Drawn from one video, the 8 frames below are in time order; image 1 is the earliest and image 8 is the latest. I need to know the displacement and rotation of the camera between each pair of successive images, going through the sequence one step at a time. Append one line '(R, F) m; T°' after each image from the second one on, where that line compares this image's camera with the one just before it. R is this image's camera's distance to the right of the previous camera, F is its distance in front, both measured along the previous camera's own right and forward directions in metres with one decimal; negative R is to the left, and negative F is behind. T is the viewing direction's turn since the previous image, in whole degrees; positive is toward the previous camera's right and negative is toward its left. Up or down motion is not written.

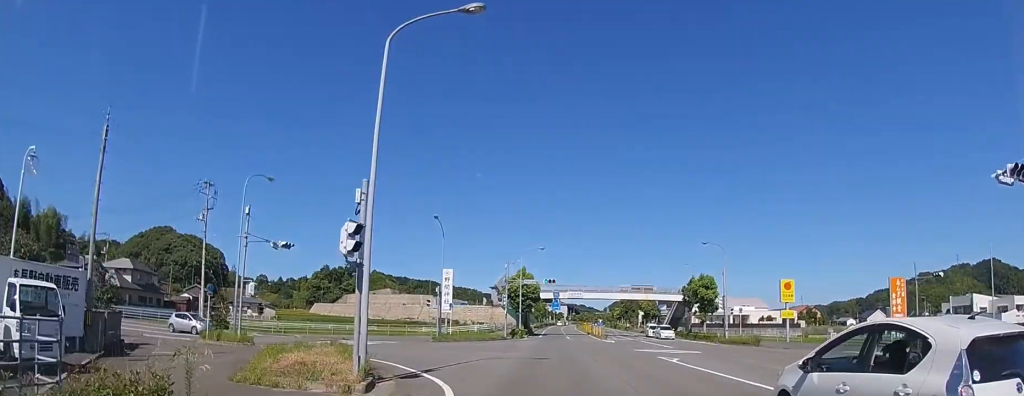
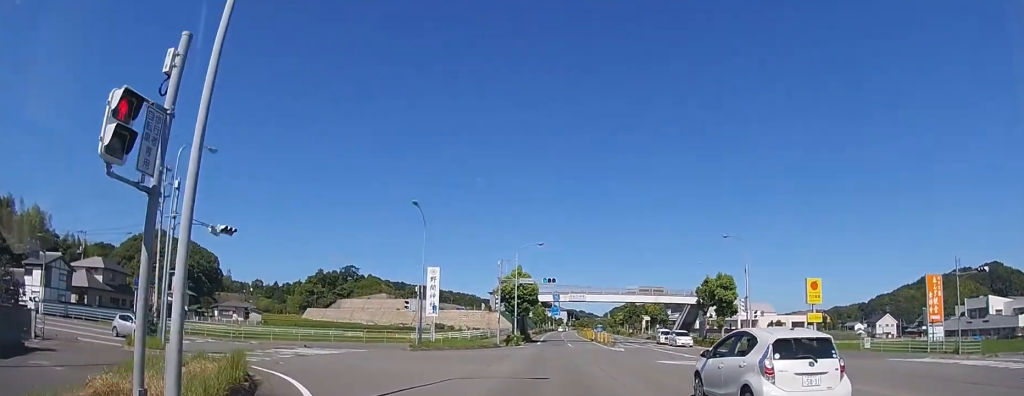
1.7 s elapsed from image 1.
(+0.1, +5.4) m; +1°
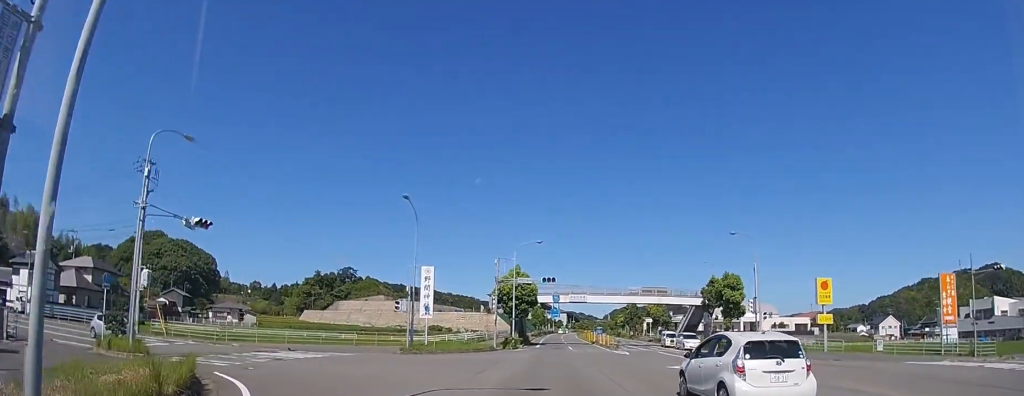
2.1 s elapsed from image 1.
(0.0, +1.8) m; 0°
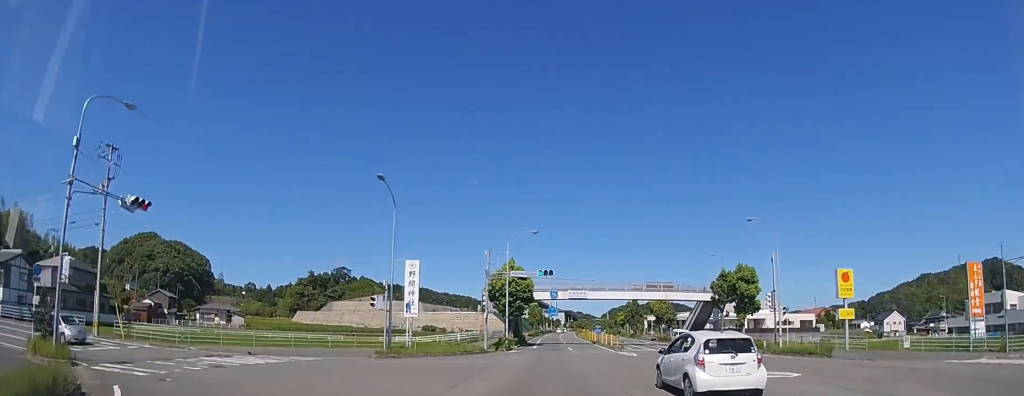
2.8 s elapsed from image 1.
(0.0, +3.4) m; 0°
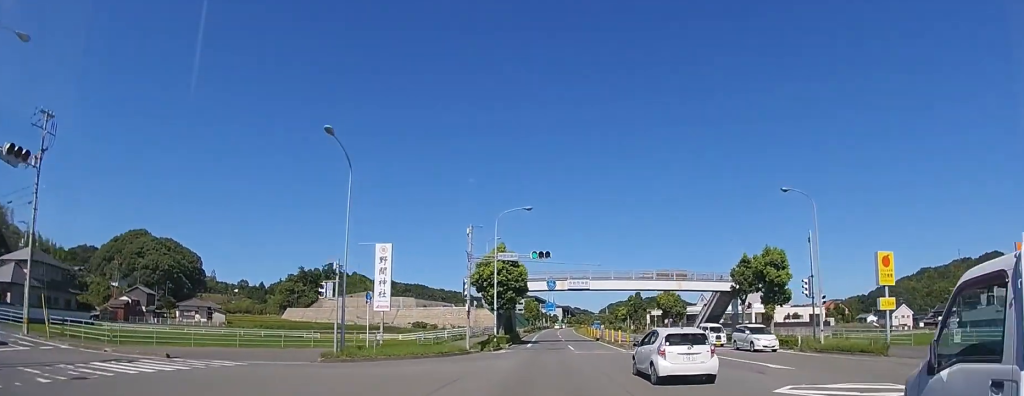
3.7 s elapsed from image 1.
(0.0, +5.8) m; 0°
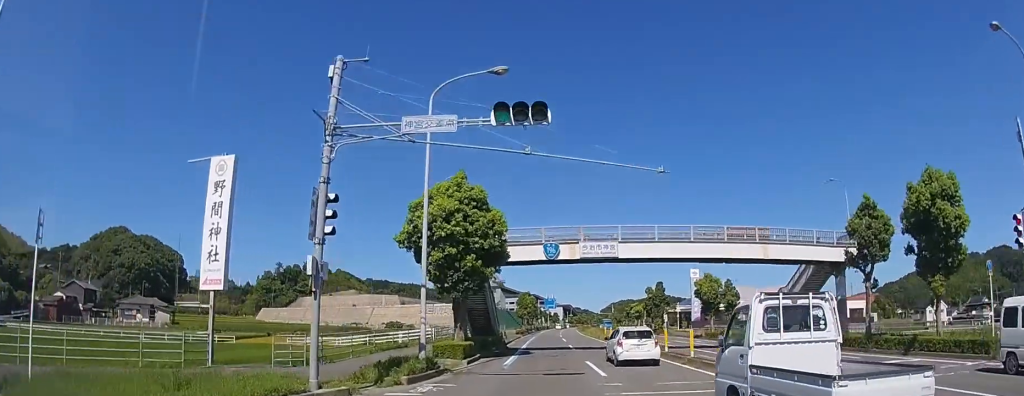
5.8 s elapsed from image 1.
(-0.1, +17.8) m; 0°
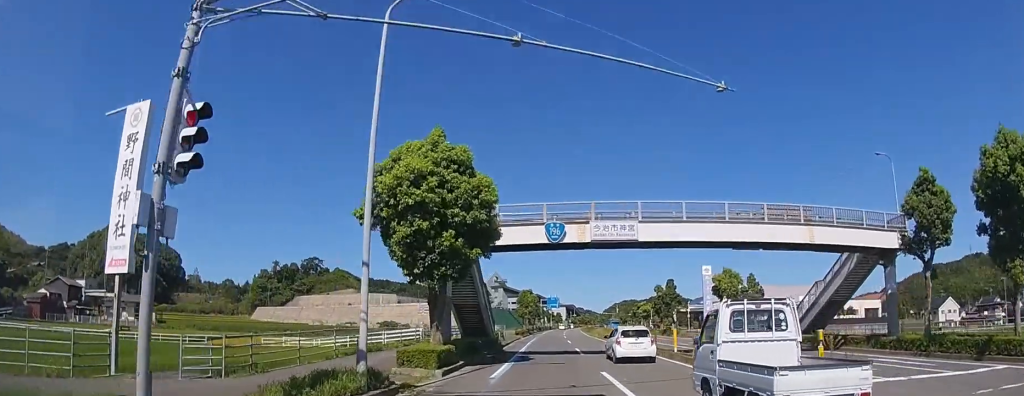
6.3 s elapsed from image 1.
(0.0, +4.7) m; 0°
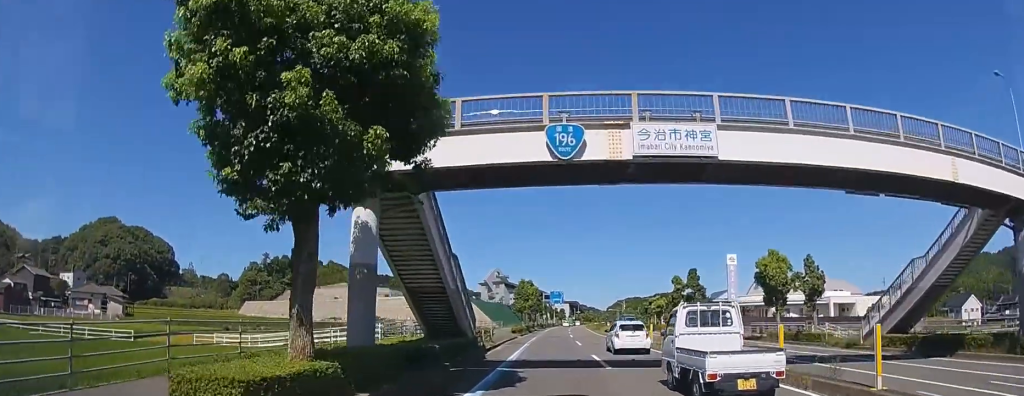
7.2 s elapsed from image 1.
(-0.1, +9.5) m; 0°
